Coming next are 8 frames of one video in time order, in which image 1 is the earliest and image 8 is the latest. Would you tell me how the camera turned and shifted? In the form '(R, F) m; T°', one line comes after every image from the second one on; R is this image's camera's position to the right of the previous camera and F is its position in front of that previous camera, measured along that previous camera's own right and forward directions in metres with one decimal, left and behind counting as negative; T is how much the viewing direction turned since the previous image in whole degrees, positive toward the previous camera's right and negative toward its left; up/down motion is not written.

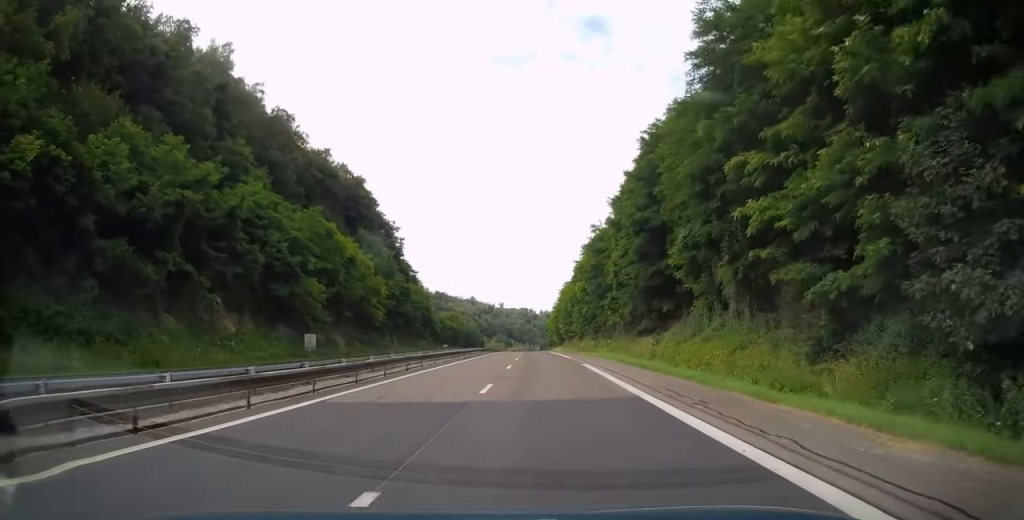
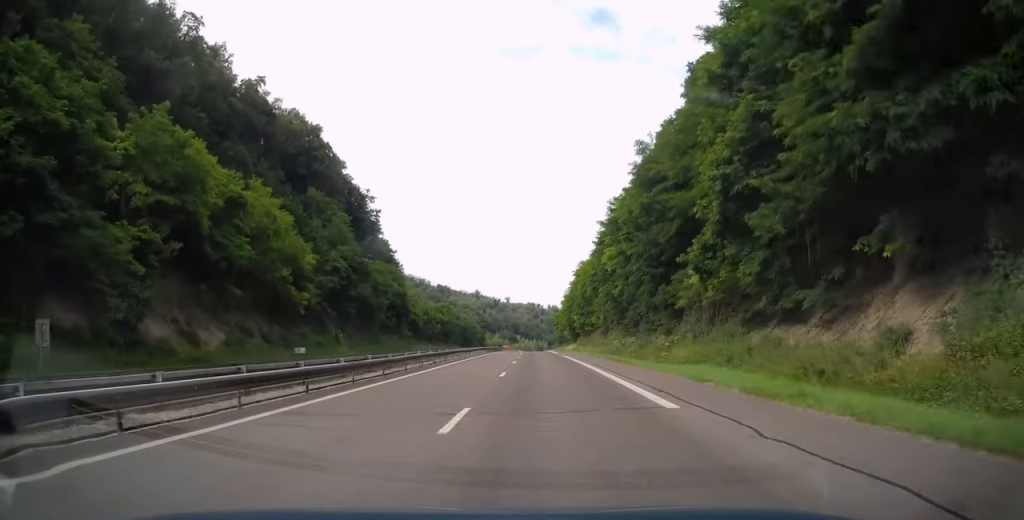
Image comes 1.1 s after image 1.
(-0.3, +32.6) m; -1°
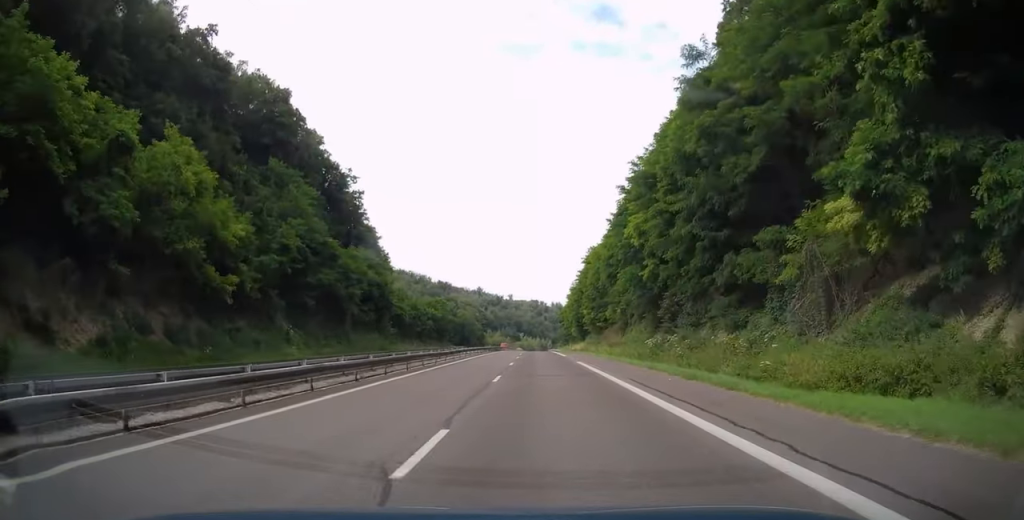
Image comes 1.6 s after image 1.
(-0.1, +15.9) m; 0°
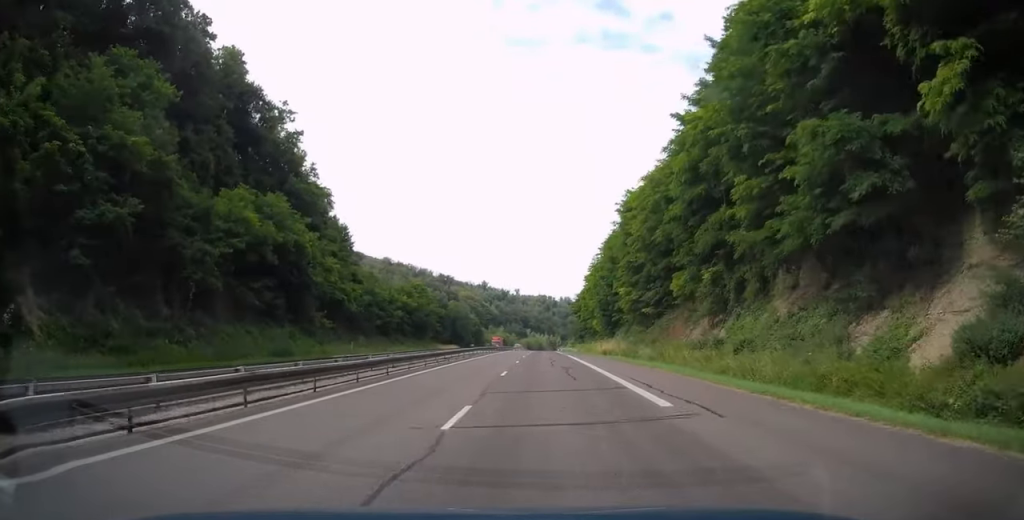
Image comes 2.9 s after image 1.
(-0.2, +36.4) m; 0°
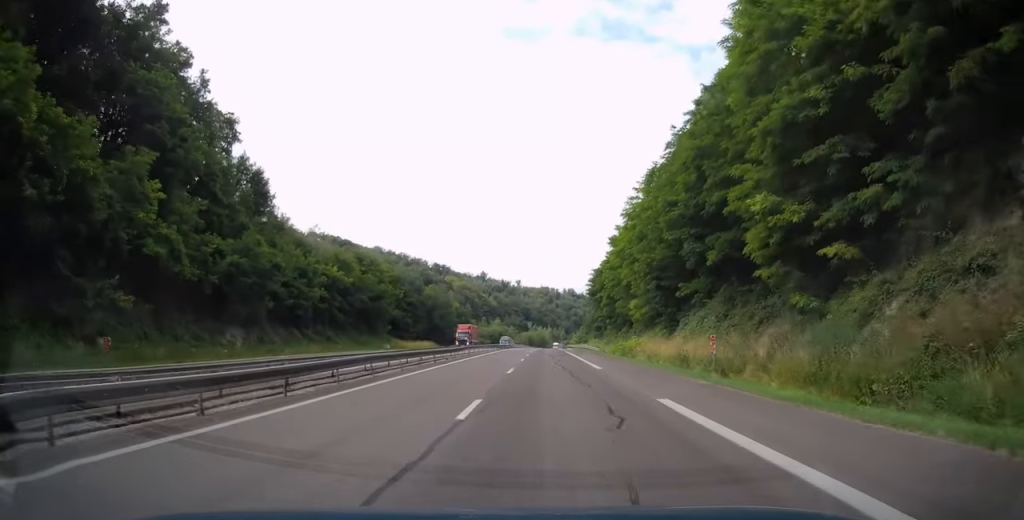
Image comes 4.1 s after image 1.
(+0.1, +37.9) m; 0°
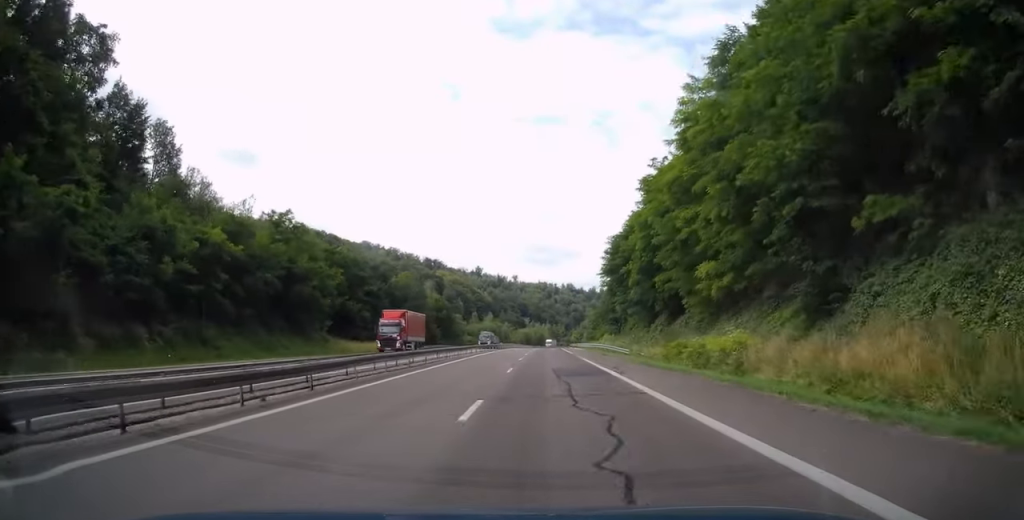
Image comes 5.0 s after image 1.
(0.0, +26.4) m; 0°
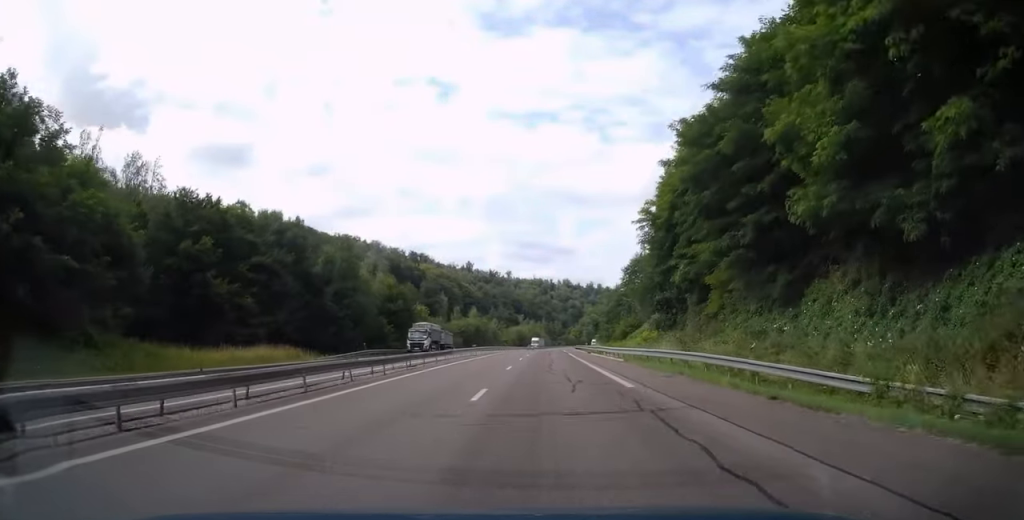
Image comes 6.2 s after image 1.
(0.0, +35.9) m; 0°
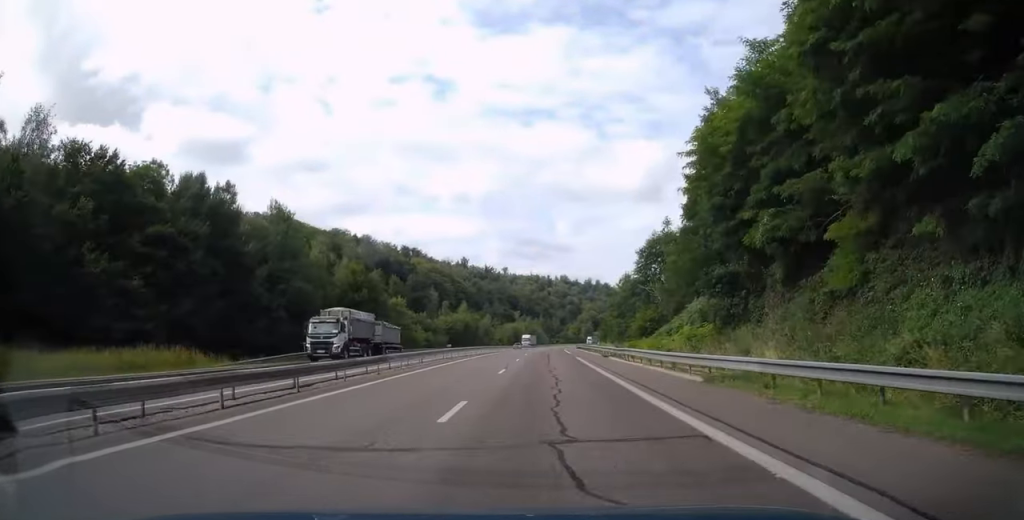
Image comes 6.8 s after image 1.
(+0.1, +16.5) m; 0°
